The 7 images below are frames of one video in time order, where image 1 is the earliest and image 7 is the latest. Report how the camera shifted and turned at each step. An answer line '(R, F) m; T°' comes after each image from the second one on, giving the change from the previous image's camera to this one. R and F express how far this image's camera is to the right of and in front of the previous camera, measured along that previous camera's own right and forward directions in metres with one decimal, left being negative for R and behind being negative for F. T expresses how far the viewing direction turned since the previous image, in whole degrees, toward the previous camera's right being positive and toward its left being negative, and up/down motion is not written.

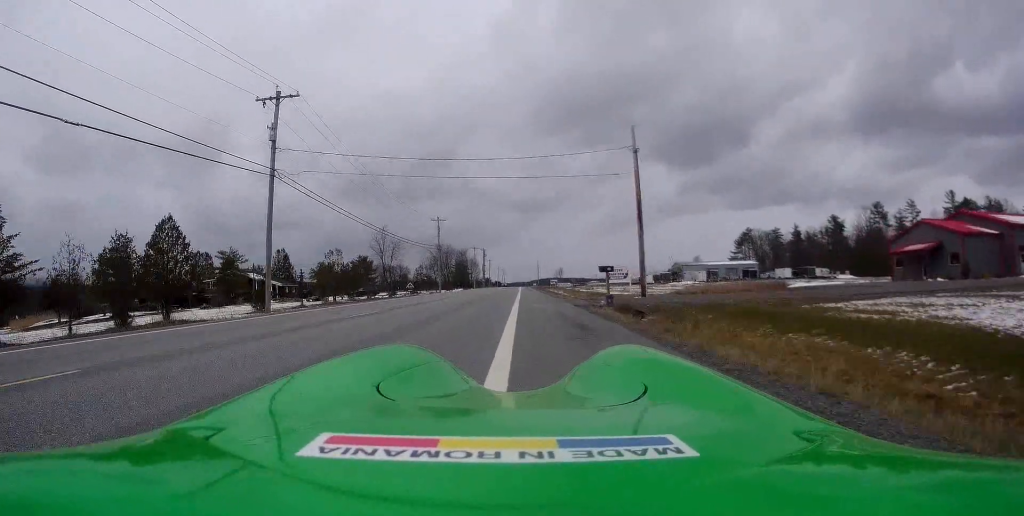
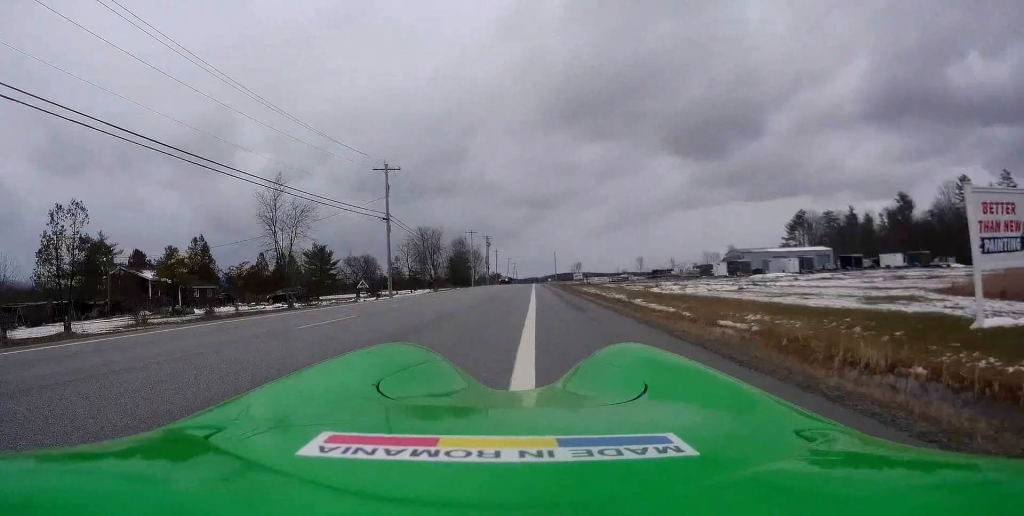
(+0.1, +39.6) m; +1°
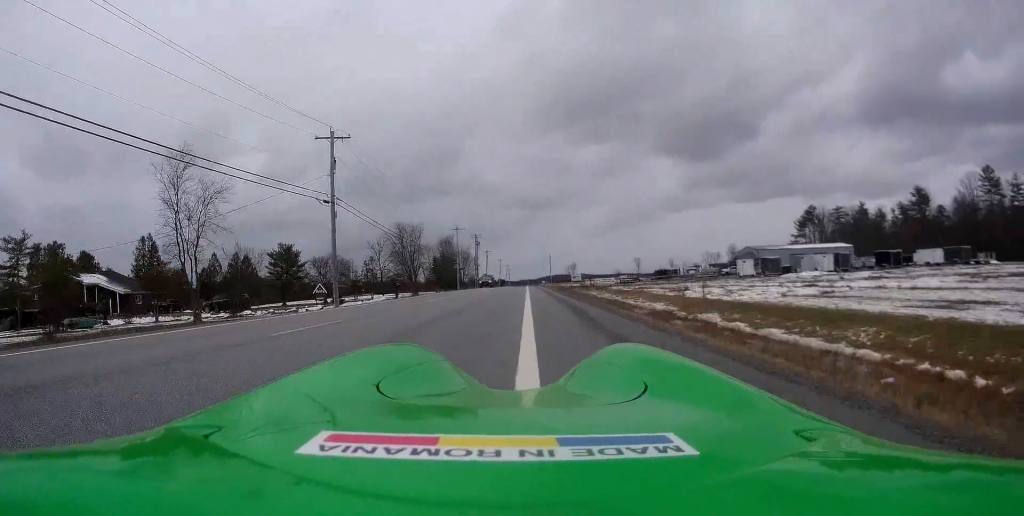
(0.0, +12.8) m; 0°
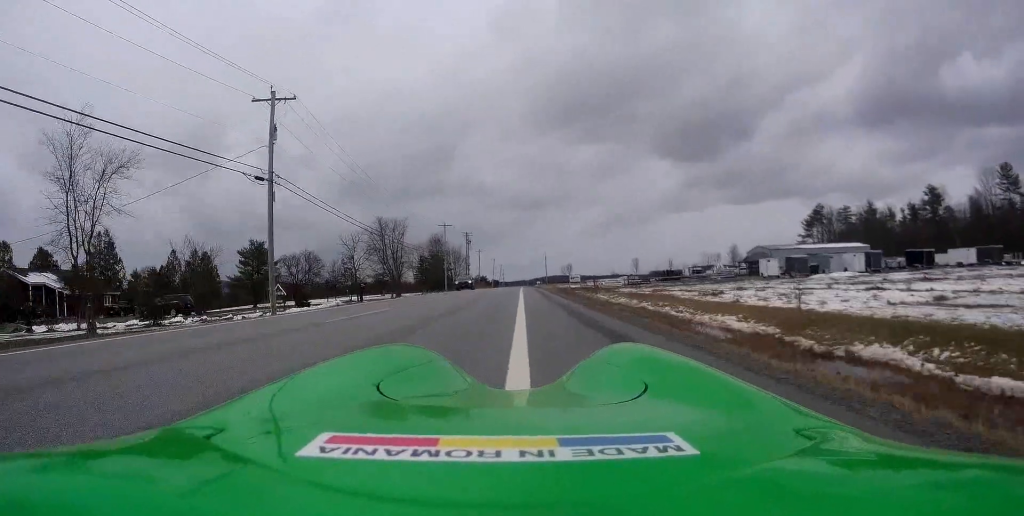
(0.0, +9.4) m; -1°
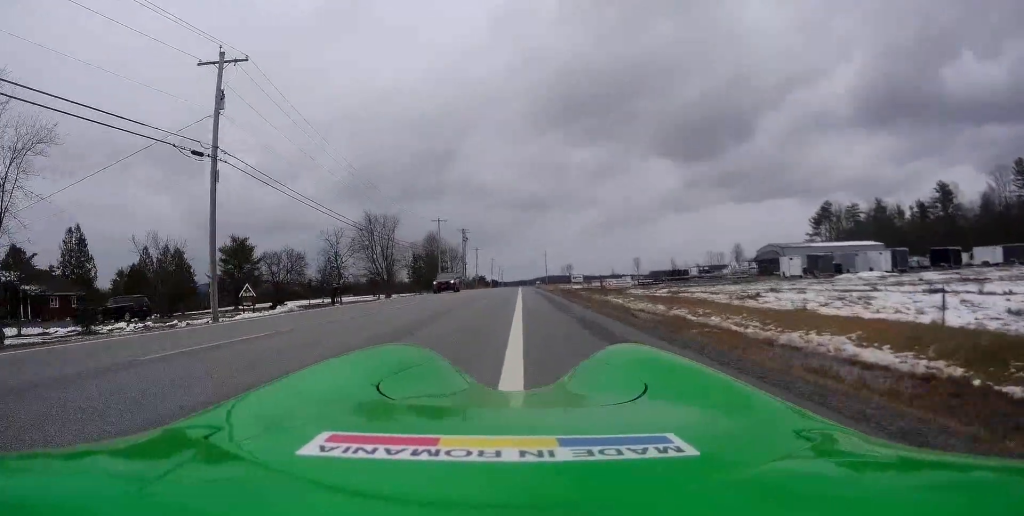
(+0.1, +6.0) m; 0°
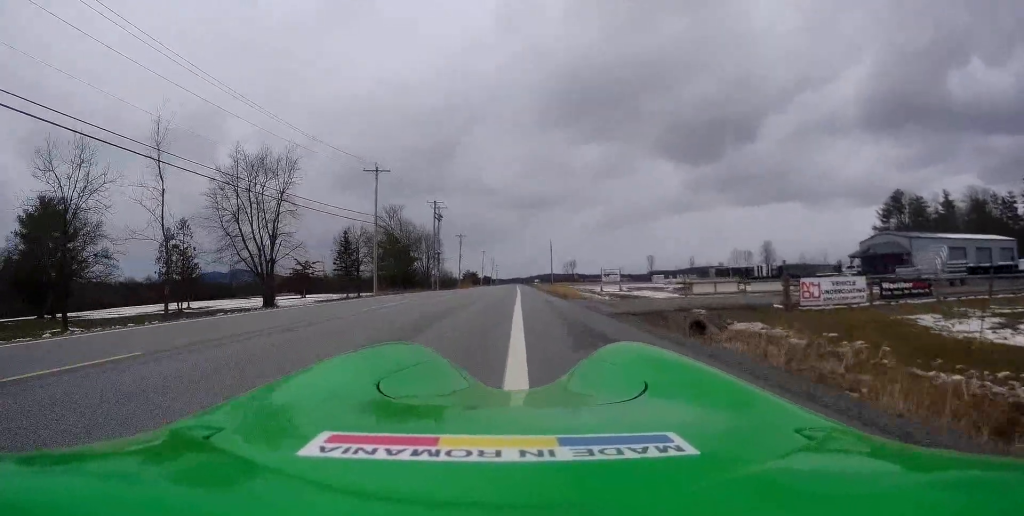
(-0.7, +39.0) m; +1°
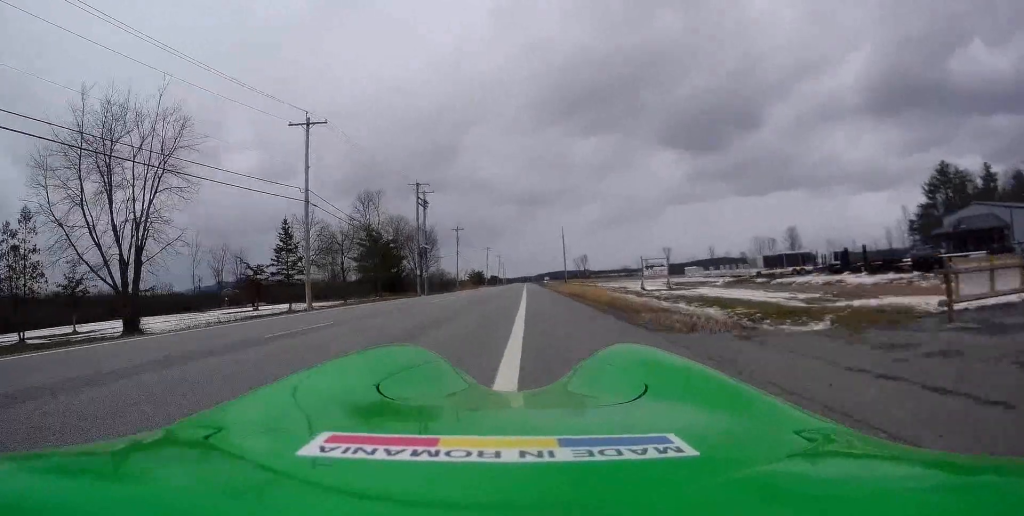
(+0.3, +17.6) m; +1°
